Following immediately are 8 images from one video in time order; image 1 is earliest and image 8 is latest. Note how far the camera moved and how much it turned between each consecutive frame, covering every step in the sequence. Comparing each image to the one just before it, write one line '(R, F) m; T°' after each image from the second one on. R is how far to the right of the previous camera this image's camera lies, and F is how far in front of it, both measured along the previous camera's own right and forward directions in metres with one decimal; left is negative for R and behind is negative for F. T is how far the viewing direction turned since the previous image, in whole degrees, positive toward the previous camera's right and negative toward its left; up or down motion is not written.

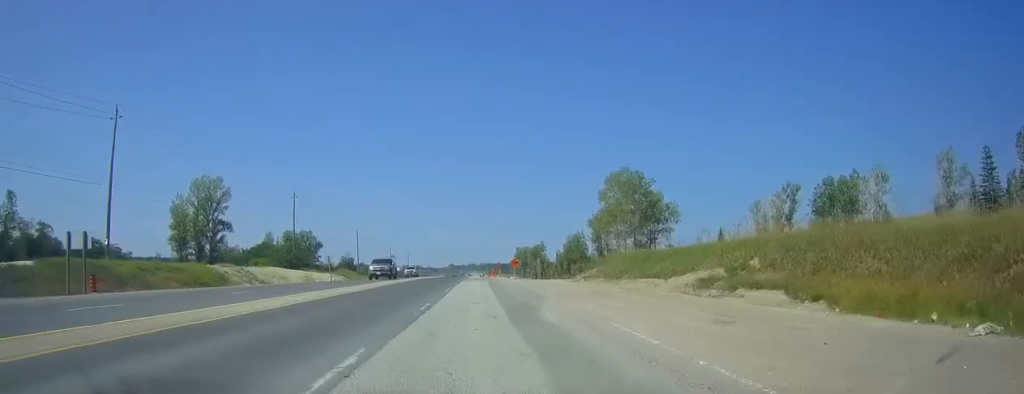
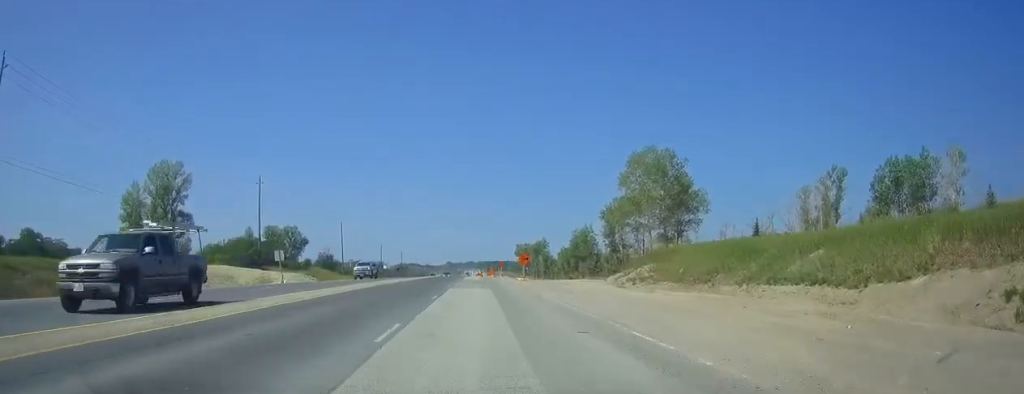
(0.0, +20.3) m; 0°
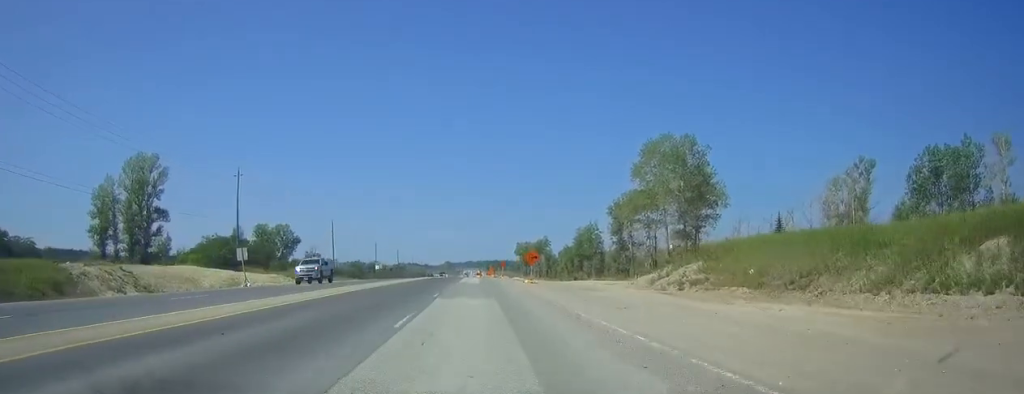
(0.0, +10.1) m; 0°
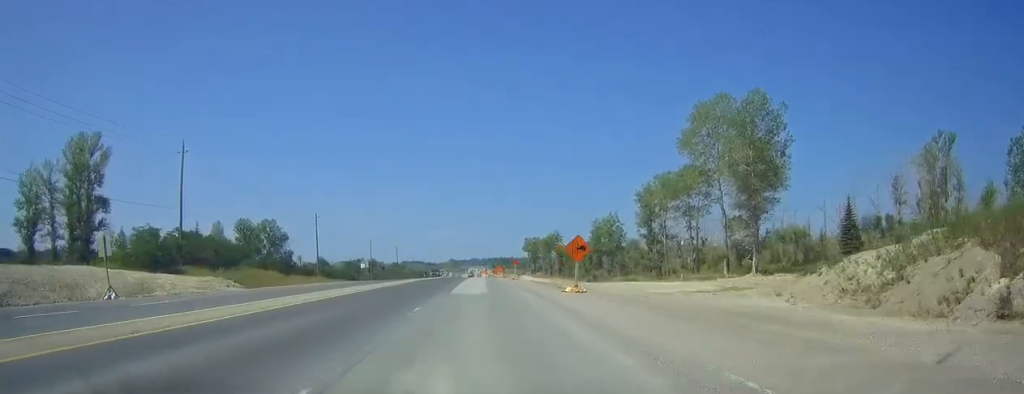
(+0.1, +22.1) m; 0°
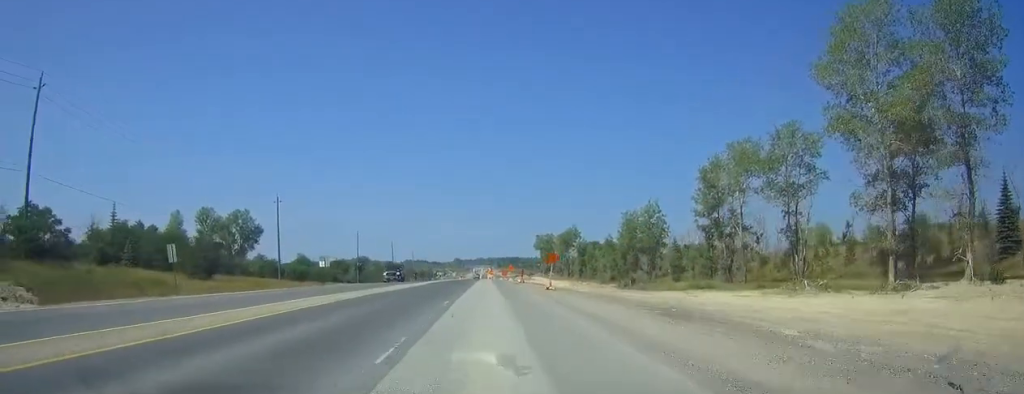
(-0.2, +32.8) m; 0°
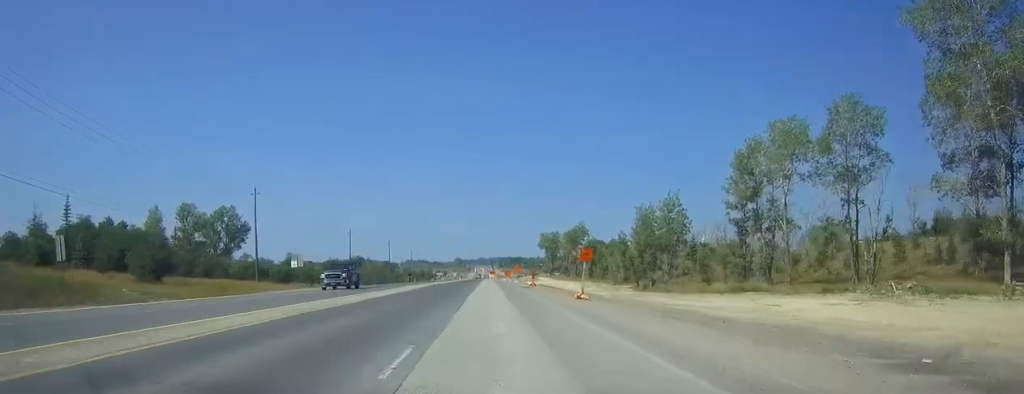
(0.0, +12.7) m; 0°
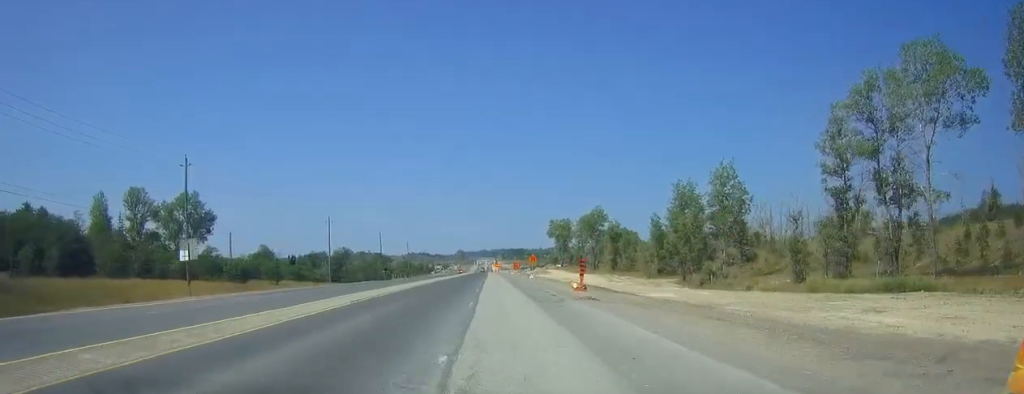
(0.0, +26.2) m; 0°
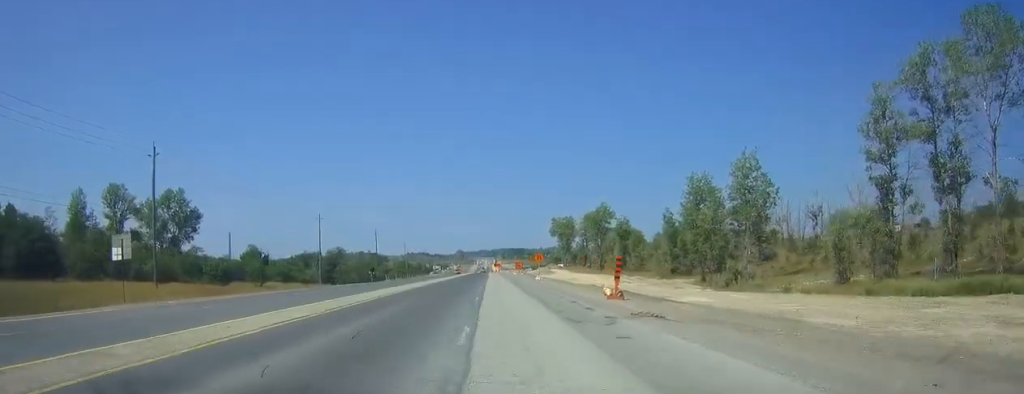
(0.0, +8.4) m; 0°
